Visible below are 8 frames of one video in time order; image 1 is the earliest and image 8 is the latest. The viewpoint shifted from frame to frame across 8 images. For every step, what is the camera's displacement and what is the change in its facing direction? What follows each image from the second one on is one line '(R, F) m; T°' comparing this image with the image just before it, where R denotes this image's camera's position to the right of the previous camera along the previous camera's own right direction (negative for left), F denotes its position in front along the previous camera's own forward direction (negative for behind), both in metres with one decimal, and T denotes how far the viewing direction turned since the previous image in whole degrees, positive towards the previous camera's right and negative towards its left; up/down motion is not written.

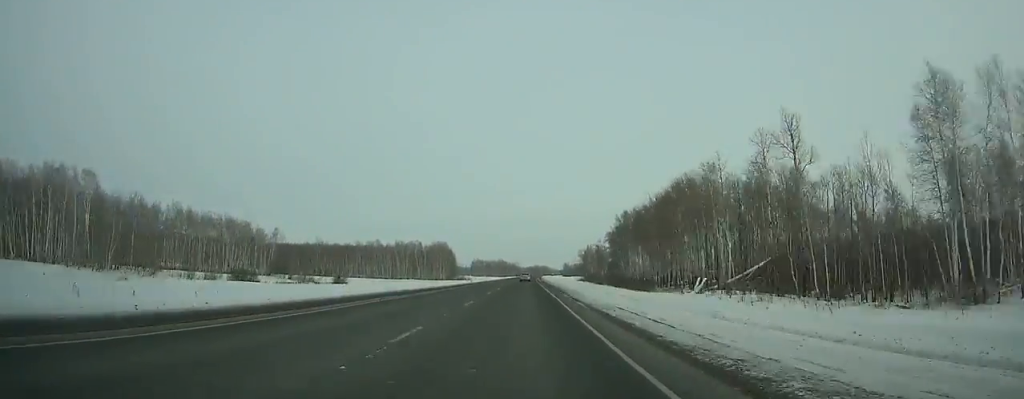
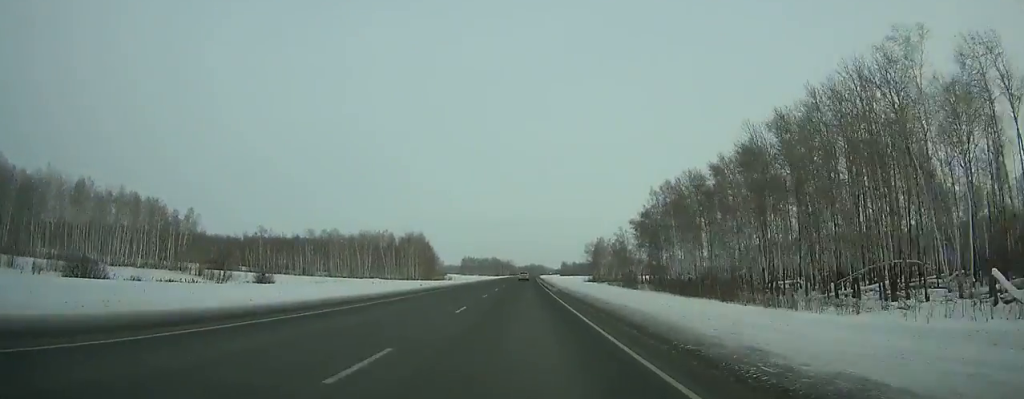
(0.0, +52.0) m; 0°
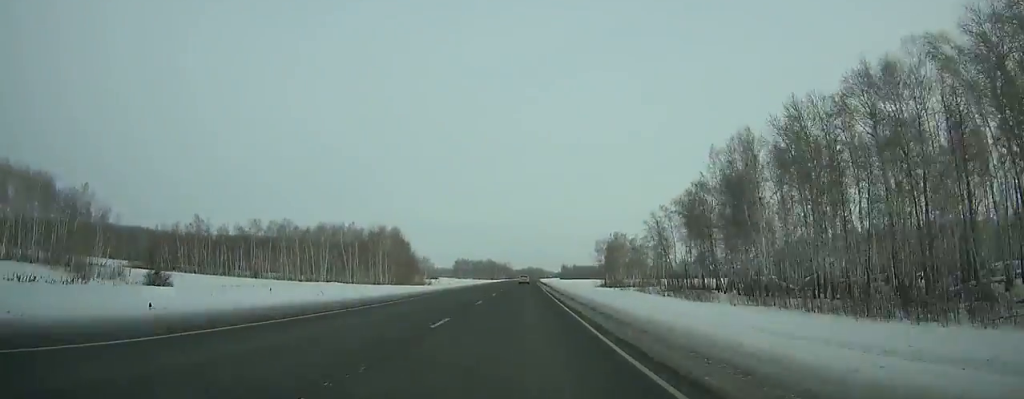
(+0.1, +40.5) m; 0°
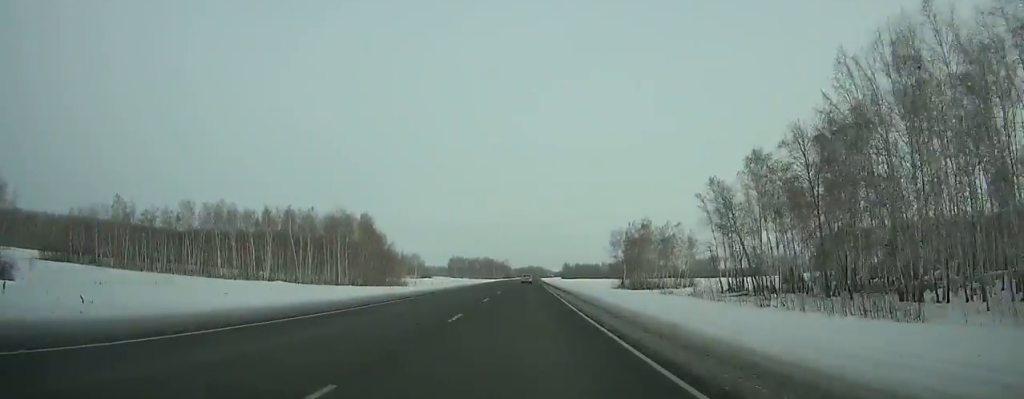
(0.0, +34.8) m; 0°
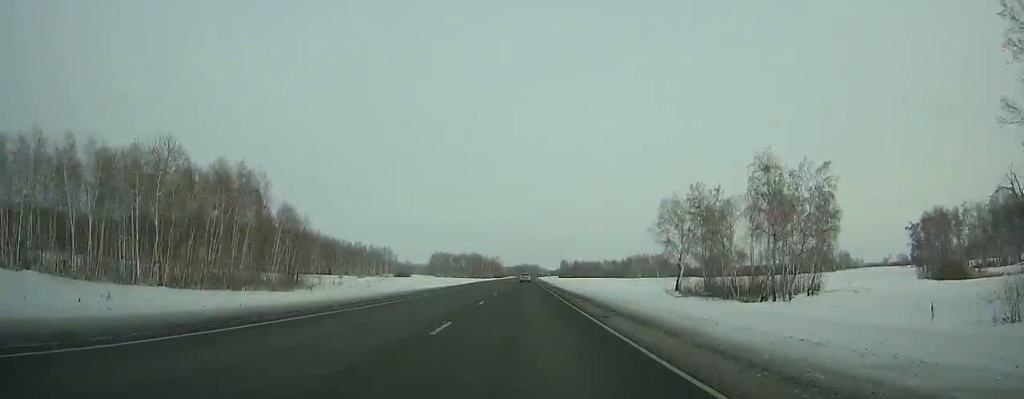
(+0.2, +63.9) m; +1°
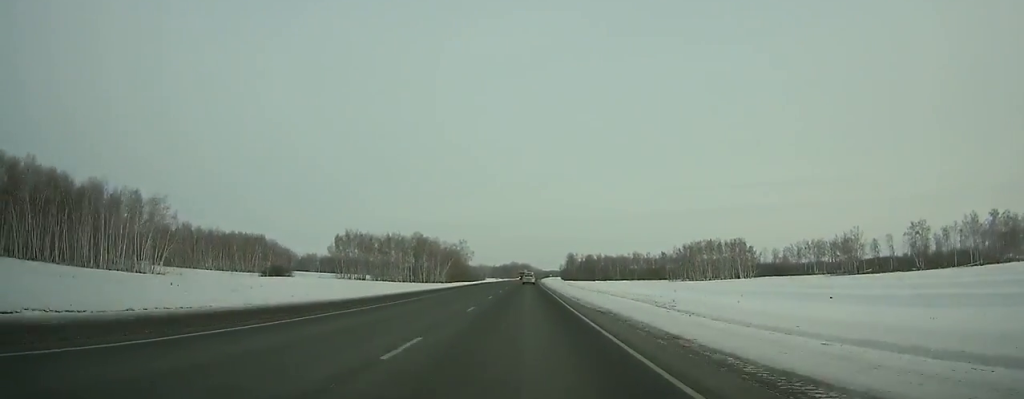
(+1.8, +198.0) m; +1°
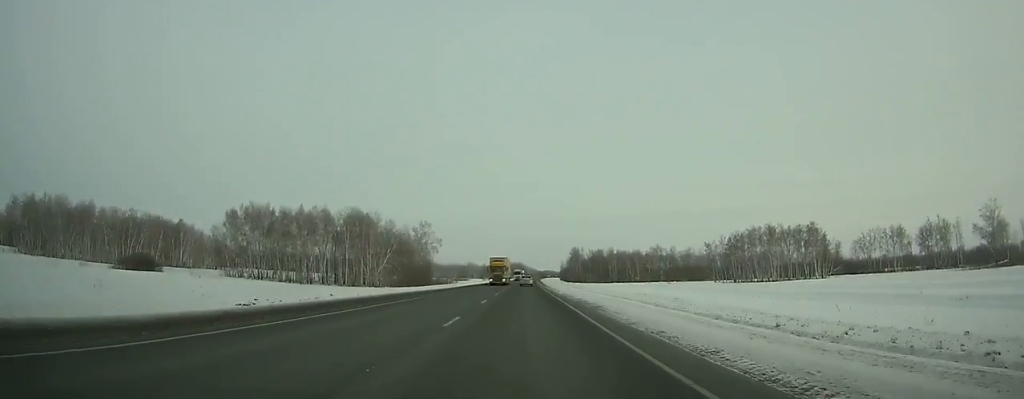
(+0.4, +78.6) m; +1°
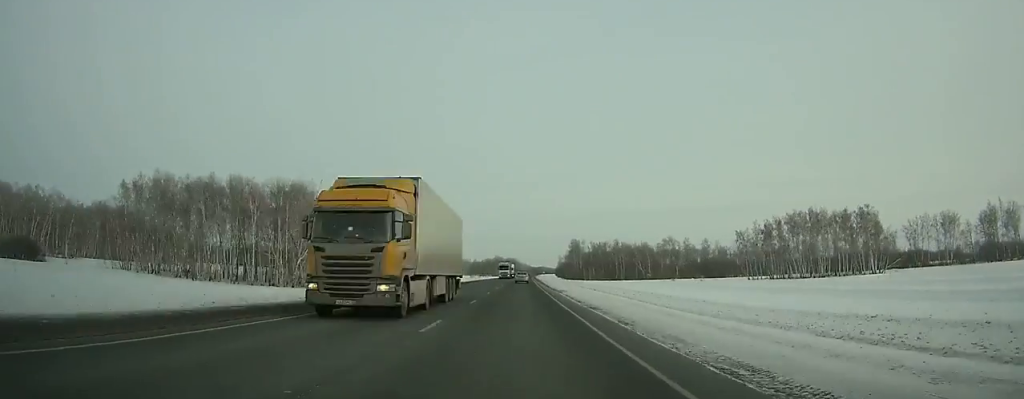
(+0.2, +37.6) m; 0°
